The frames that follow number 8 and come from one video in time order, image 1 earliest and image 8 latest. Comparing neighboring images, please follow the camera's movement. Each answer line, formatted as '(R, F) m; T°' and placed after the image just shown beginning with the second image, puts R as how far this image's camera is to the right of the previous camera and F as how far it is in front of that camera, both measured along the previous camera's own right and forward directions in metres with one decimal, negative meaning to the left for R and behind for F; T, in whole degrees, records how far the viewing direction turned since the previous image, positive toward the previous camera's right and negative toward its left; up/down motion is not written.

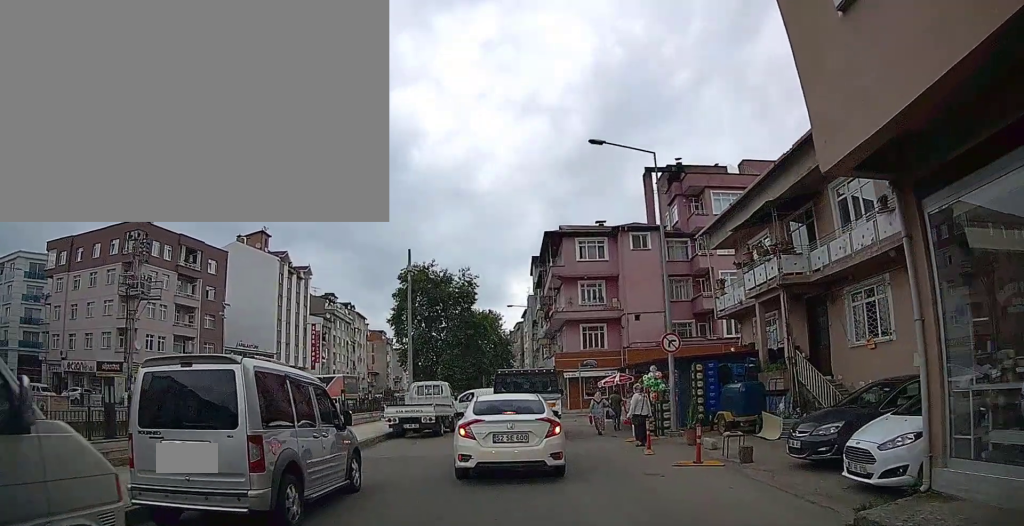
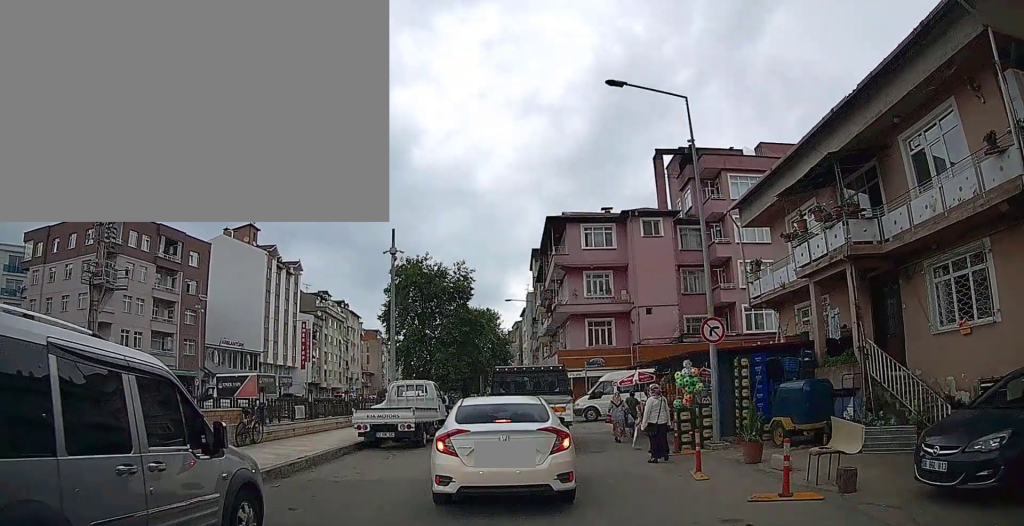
(+0.3, +3.8) m; +2°
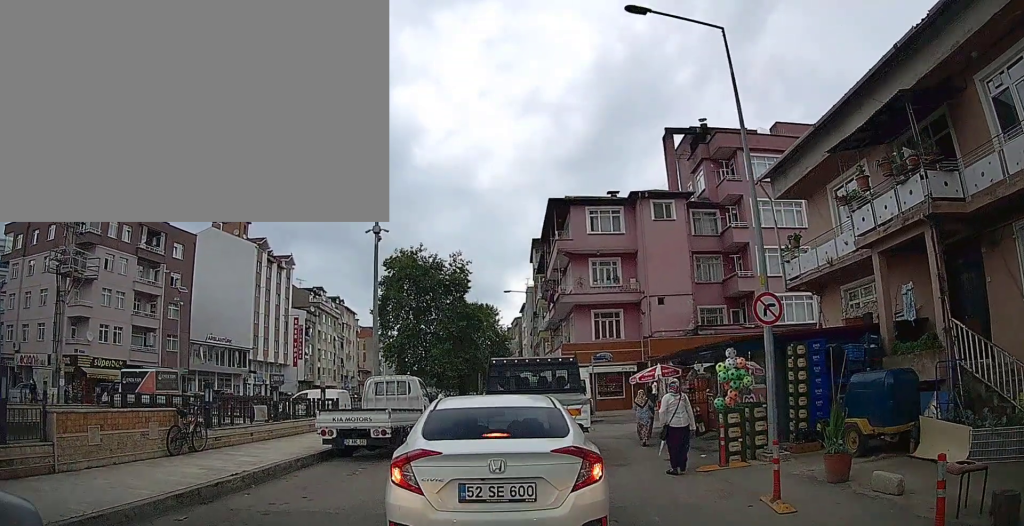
(-0.3, +3.8) m; -3°
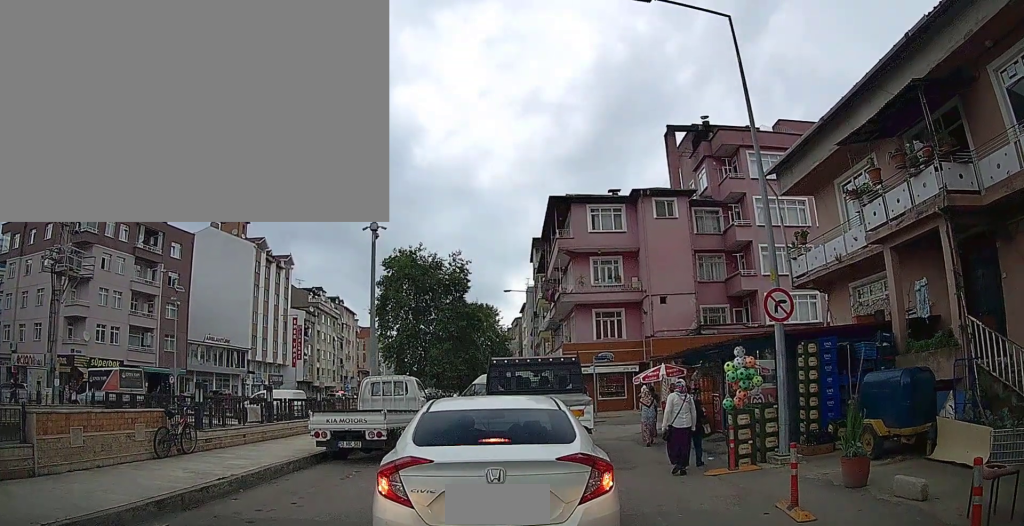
(-0.1, +0.8) m; 0°
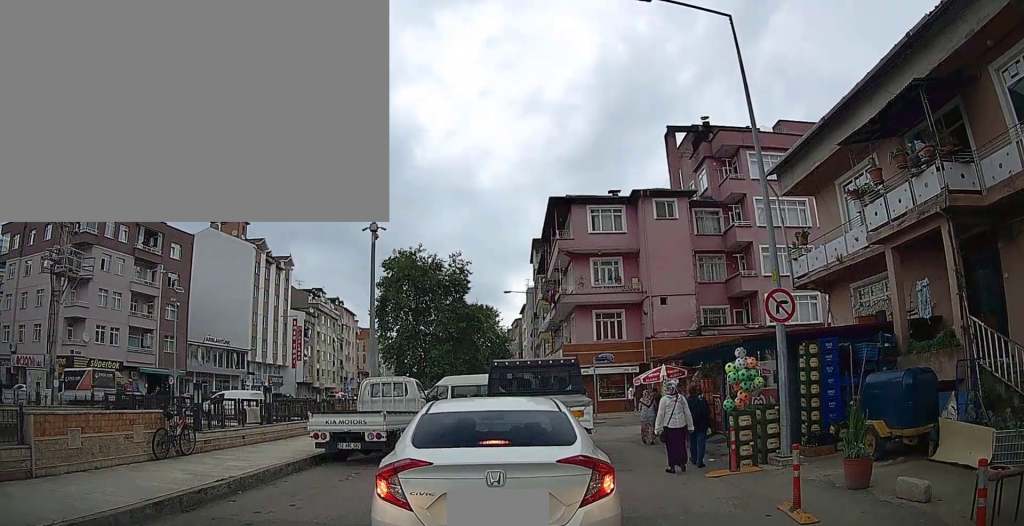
(-0.1, +0.1) m; 0°
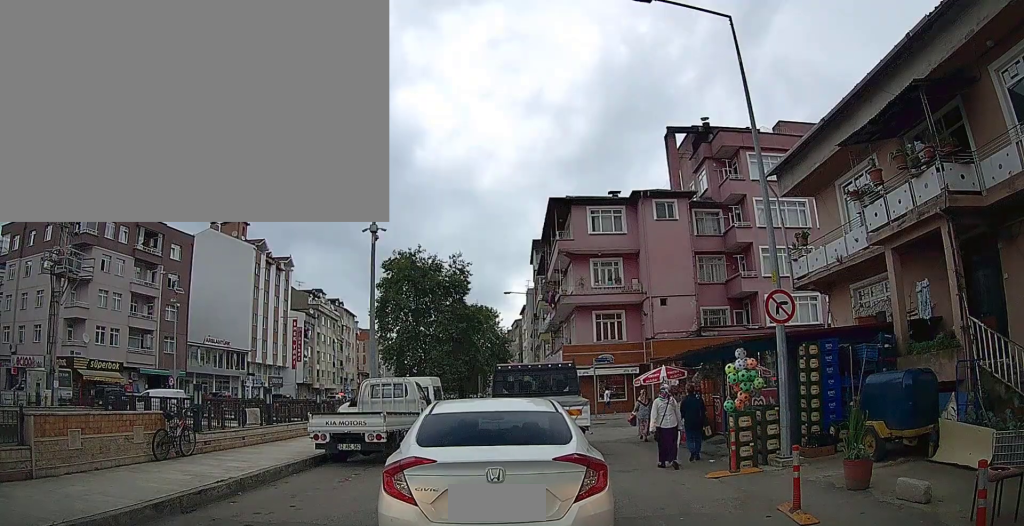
(+0.1, +0.1) m; 0°
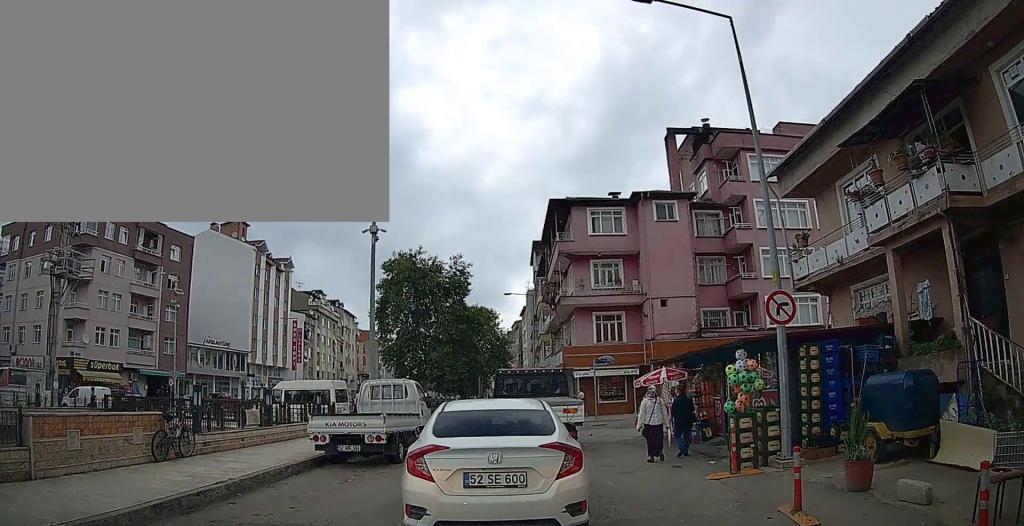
(+0.1, +0.3) m; 0°
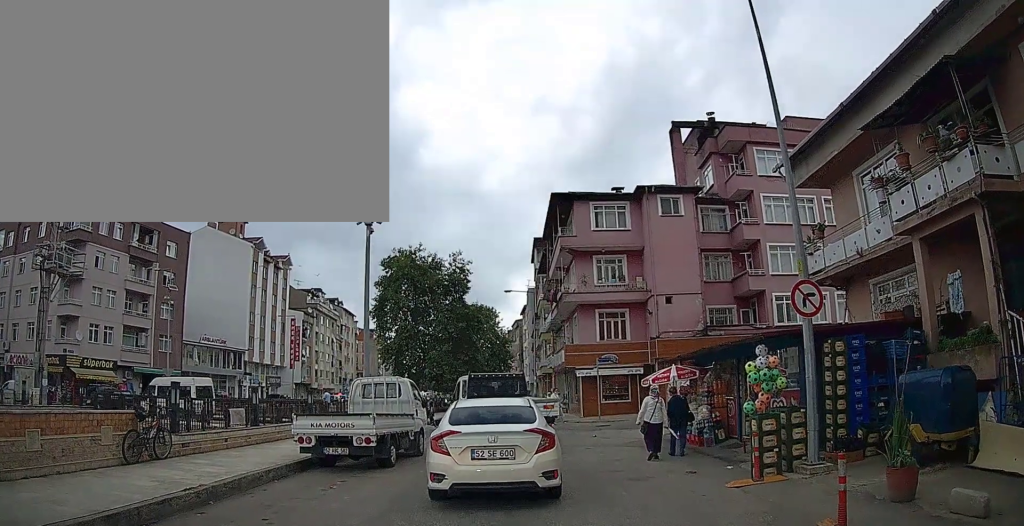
(+0.1, +0.6) m; 0°
